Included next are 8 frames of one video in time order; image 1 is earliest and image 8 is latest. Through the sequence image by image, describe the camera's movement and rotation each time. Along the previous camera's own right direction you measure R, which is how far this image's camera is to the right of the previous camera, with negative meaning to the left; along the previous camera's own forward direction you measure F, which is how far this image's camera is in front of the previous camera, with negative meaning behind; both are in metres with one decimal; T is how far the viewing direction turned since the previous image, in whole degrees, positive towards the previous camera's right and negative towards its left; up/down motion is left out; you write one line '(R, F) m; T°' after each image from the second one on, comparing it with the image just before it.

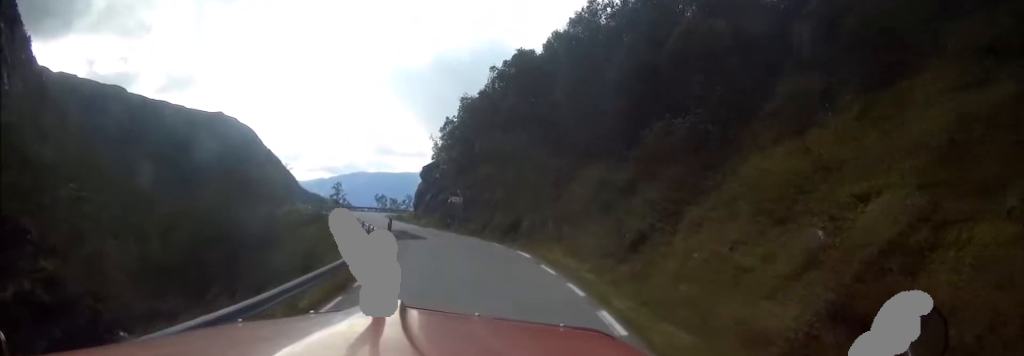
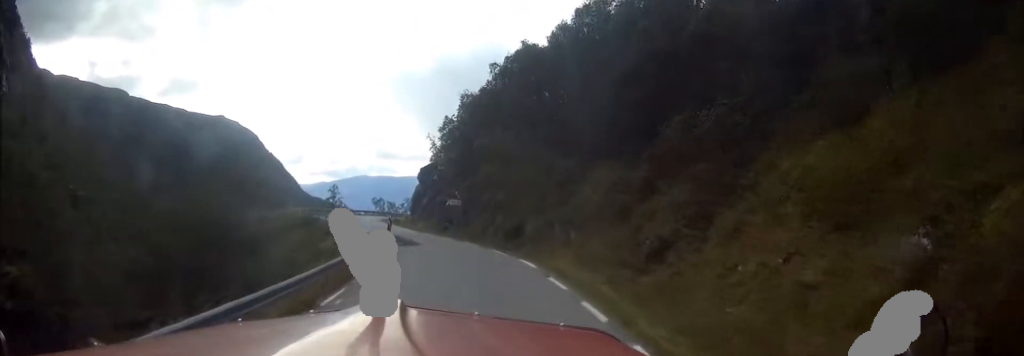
(0.0, +3.8) m; +1°
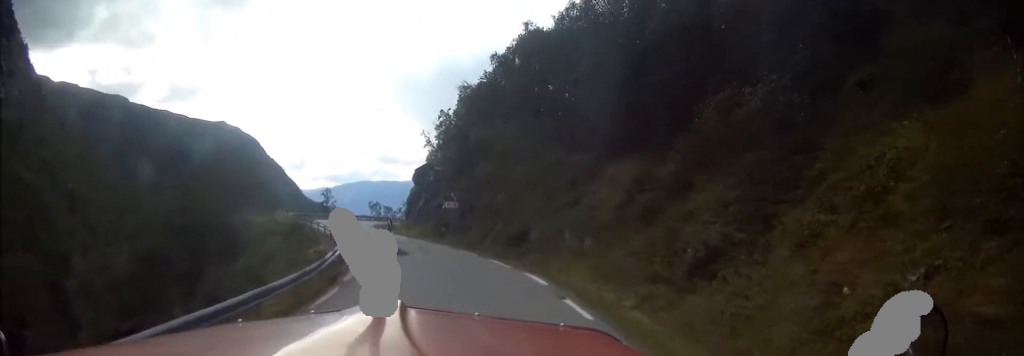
(+0.3, +5.5) m; +3°
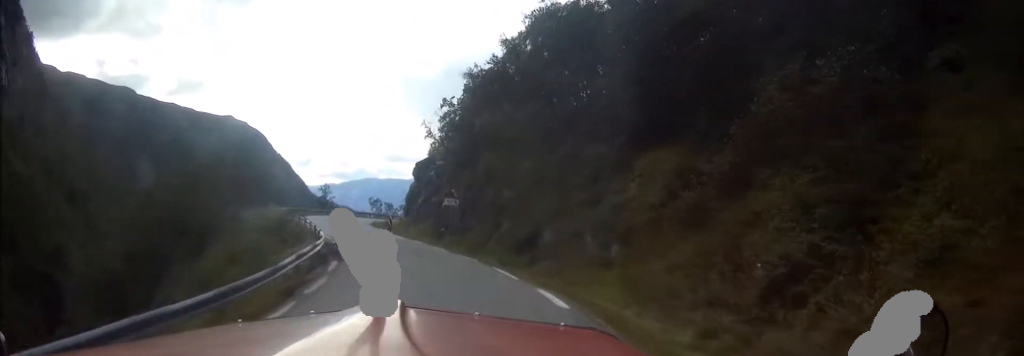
(+0.1, +5.2) m; +2°
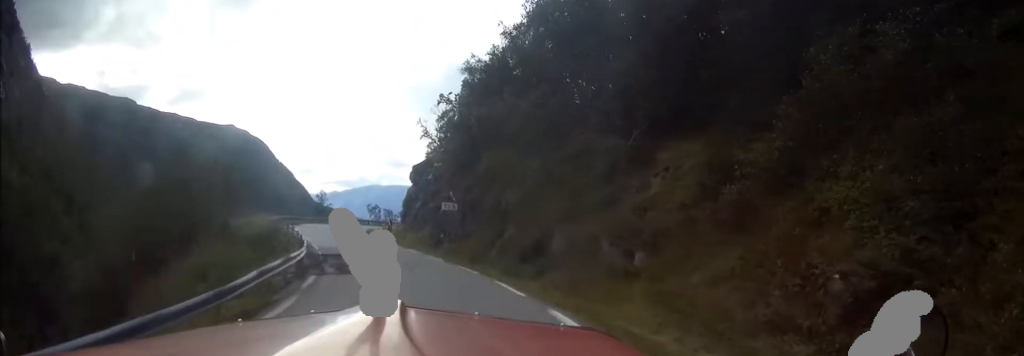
(-0.1, +3.6) m; +1°
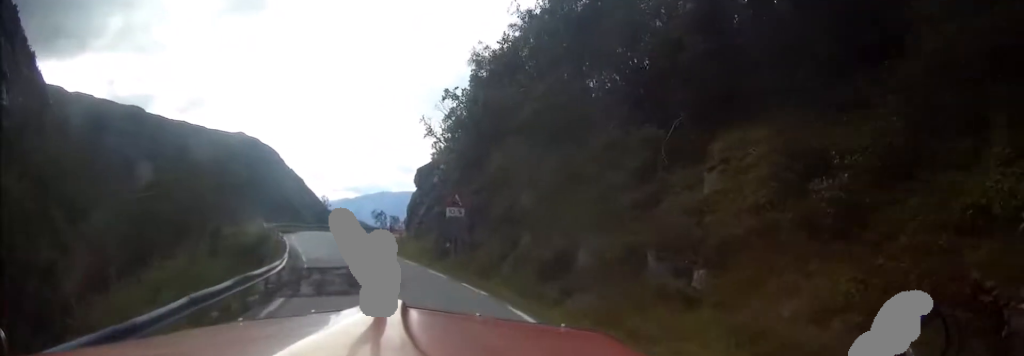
(+0.2, +4.7) m; -4°
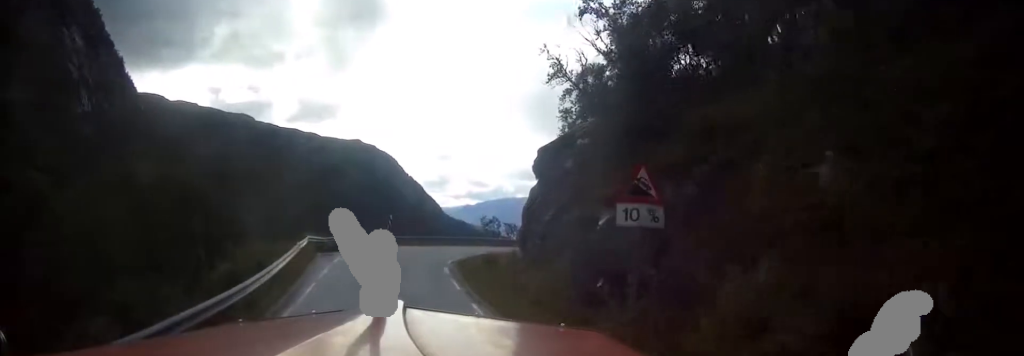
(-5.2, +18.9) m; -25°
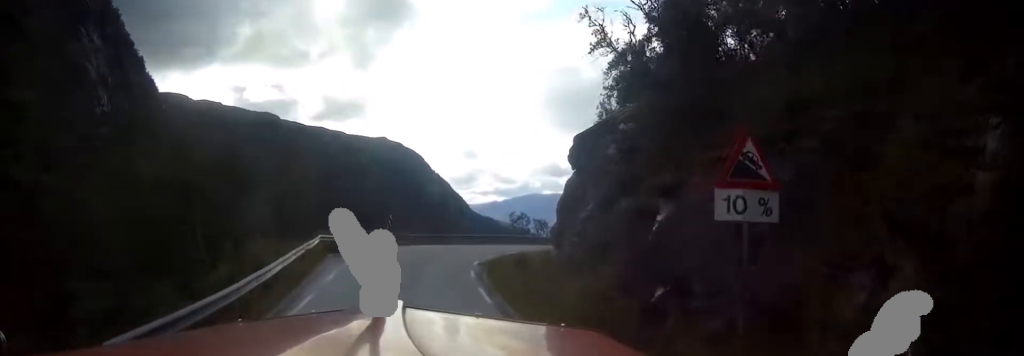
(+0.1, +3.8) m; -1°
